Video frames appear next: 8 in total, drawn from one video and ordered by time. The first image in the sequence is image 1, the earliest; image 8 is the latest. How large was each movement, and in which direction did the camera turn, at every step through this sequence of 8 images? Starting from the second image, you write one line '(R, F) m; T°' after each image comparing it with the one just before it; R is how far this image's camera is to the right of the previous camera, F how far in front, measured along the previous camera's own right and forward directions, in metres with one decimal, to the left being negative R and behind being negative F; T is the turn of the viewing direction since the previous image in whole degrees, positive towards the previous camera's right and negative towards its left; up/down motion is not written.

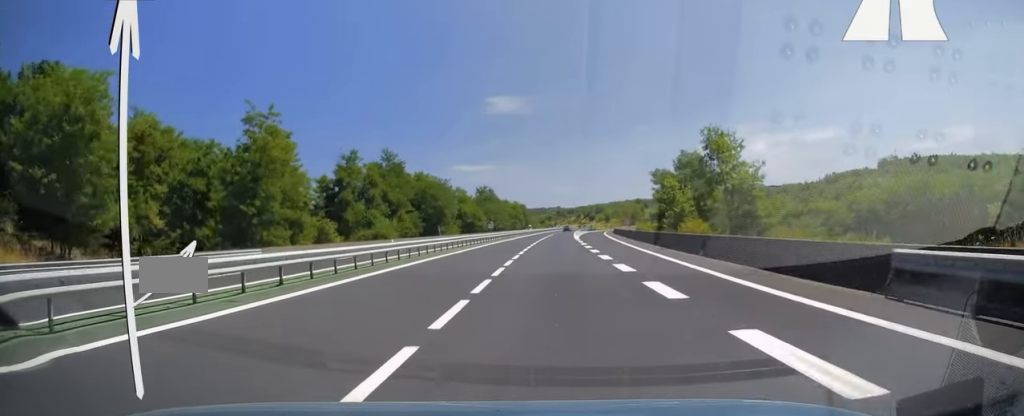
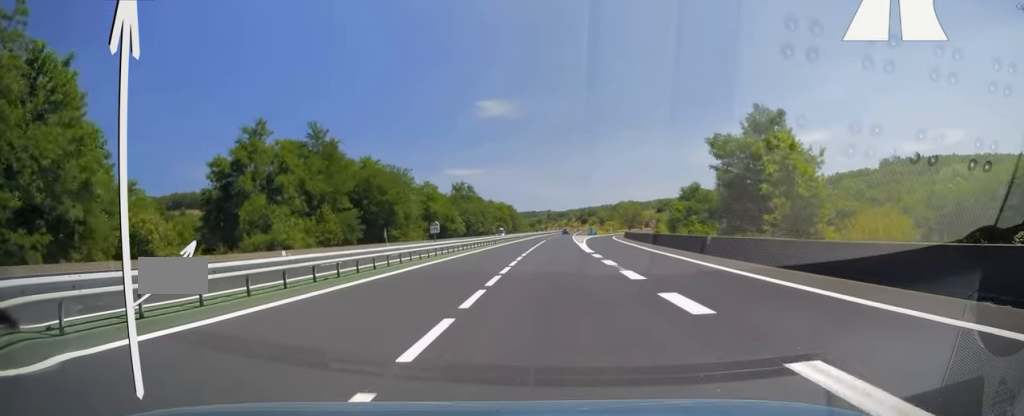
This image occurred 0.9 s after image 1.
(+0.4, +27.7) m; +2°
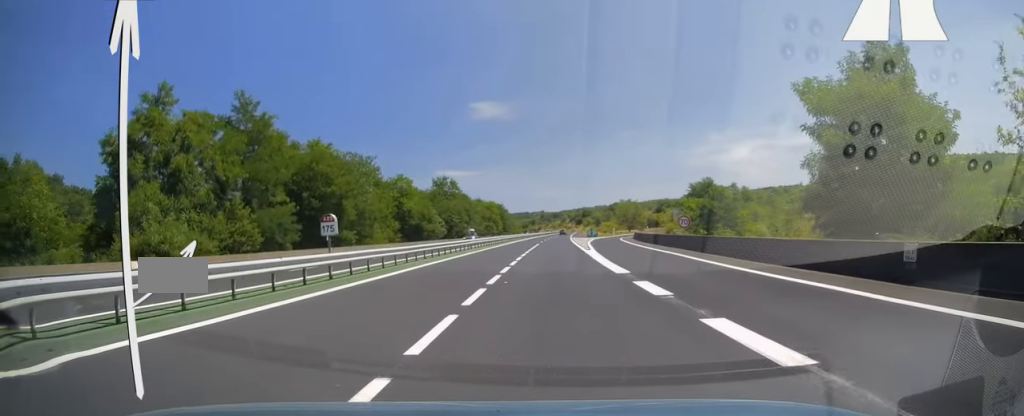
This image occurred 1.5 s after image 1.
(+0.3, +16.5) m; +1°
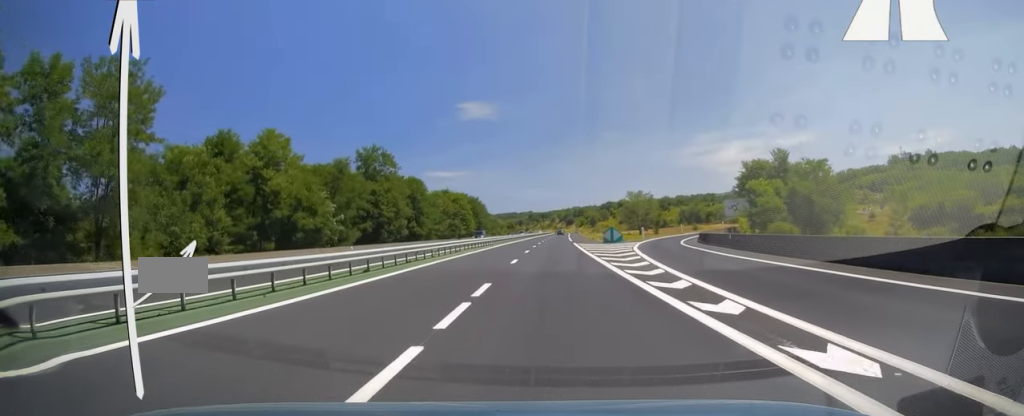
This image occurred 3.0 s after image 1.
(+0.3, +45.9) m; 0°
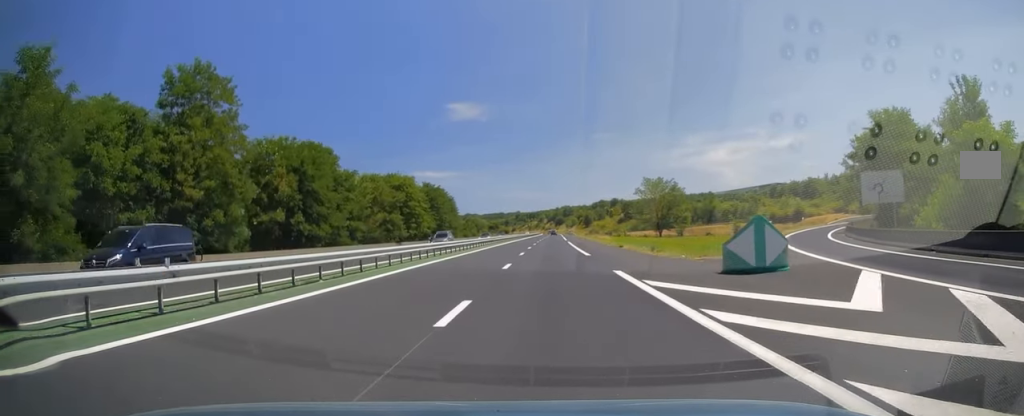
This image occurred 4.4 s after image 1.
(+0.5, +42.6) m; +2°
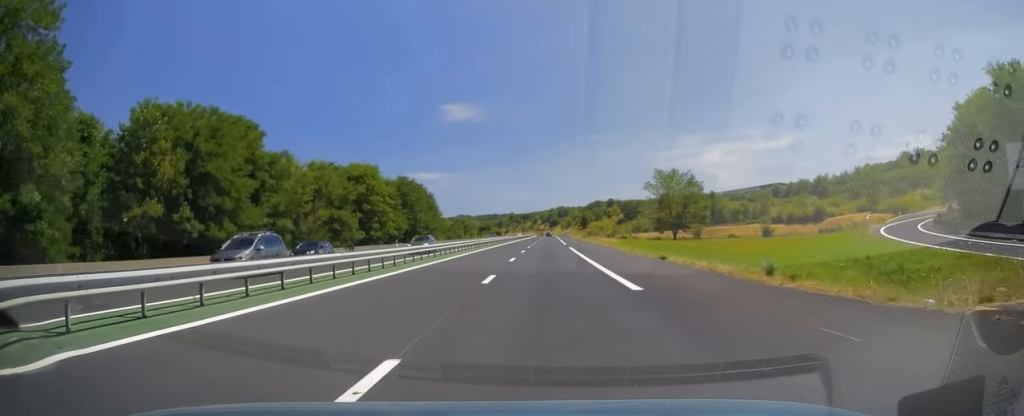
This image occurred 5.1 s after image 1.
(+0.1, +18.3) m; +1°
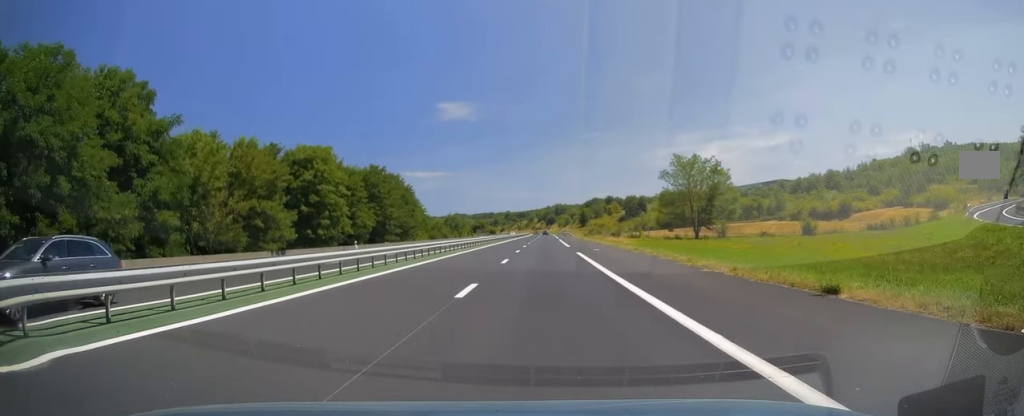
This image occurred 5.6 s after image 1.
(+0.2, +16.8) m; 0°
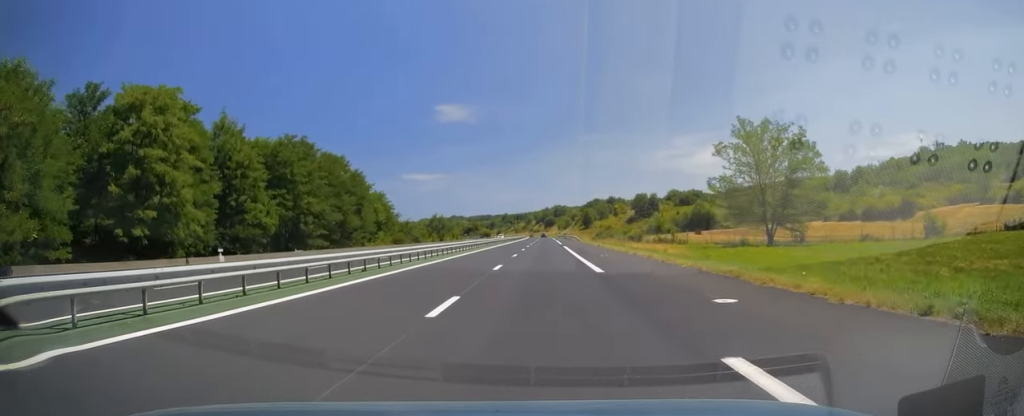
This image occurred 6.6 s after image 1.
(-0.1, +28.6) m; 0°
